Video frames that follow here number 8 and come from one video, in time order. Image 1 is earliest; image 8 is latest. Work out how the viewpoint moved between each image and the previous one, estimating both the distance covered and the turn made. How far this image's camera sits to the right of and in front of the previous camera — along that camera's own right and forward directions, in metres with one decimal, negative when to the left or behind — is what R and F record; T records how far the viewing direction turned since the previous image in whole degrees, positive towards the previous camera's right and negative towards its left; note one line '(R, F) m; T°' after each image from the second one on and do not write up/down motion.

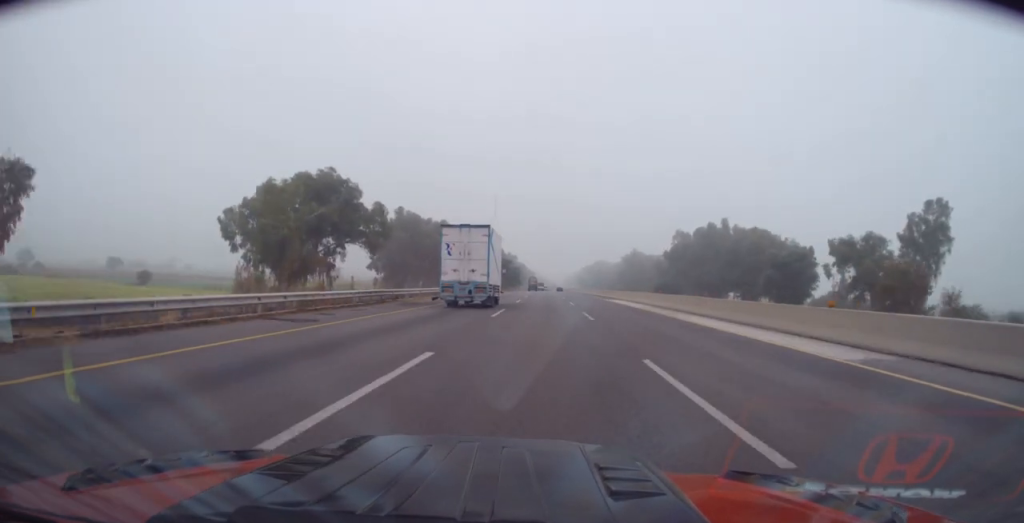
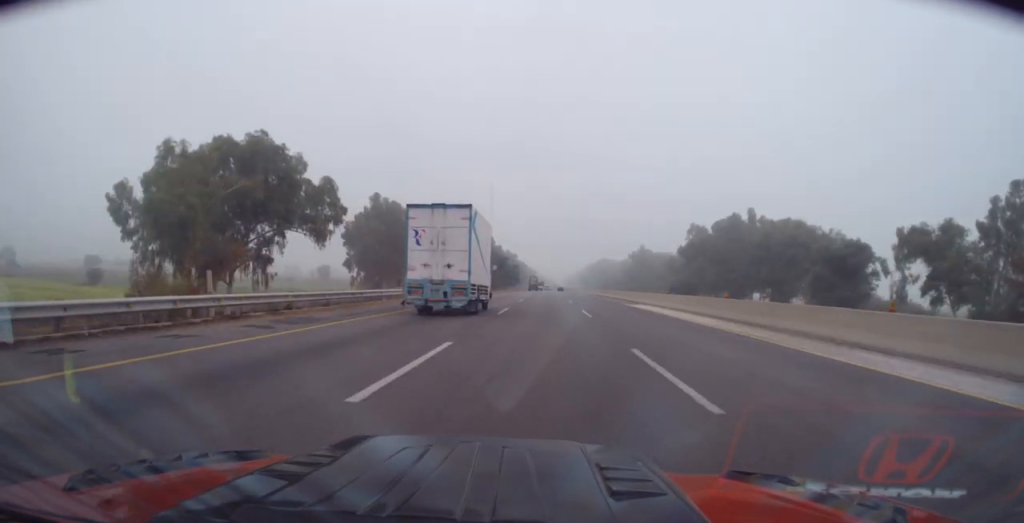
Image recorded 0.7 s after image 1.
(-0.2, +17.0) m; 0°
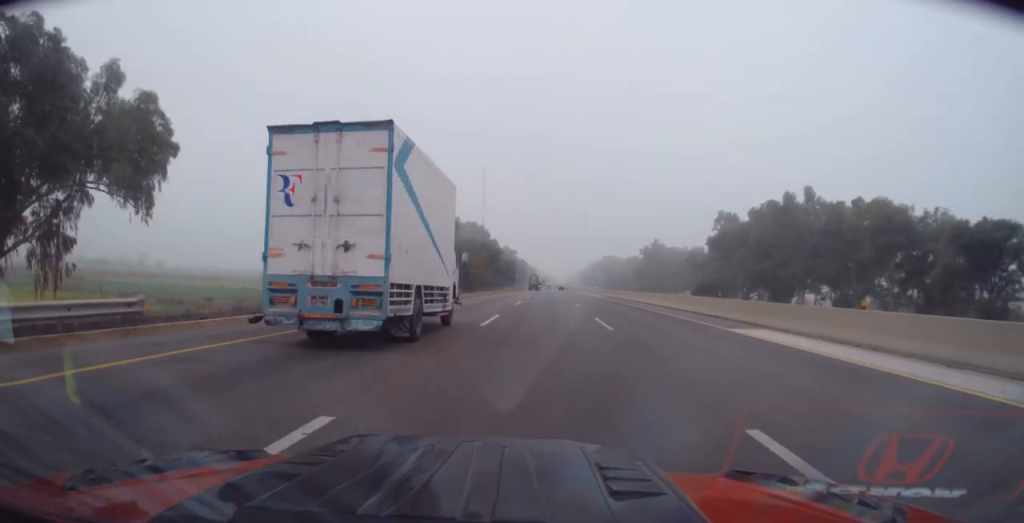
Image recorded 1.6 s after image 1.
(+0.1, +24.8) m; +1°
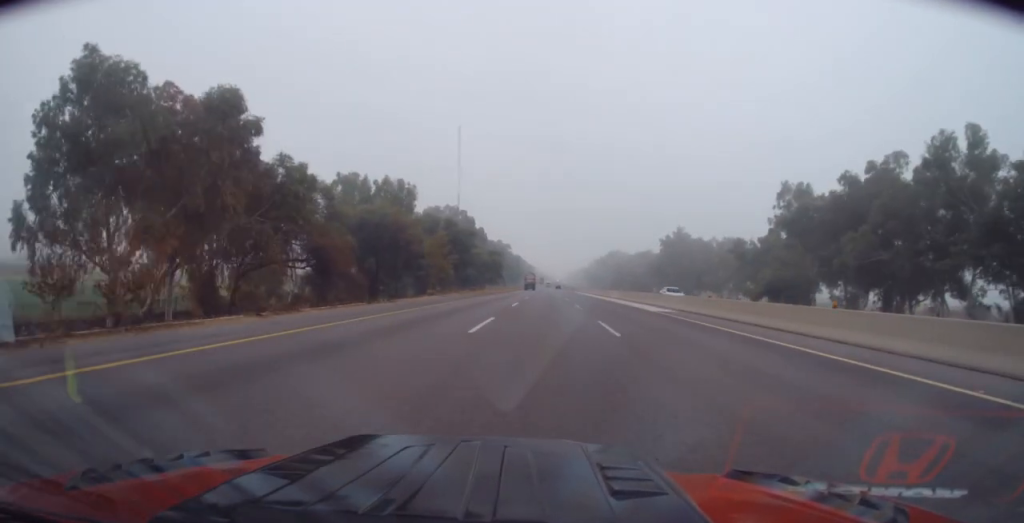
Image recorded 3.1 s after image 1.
(0.0, +37.5) m; 0°
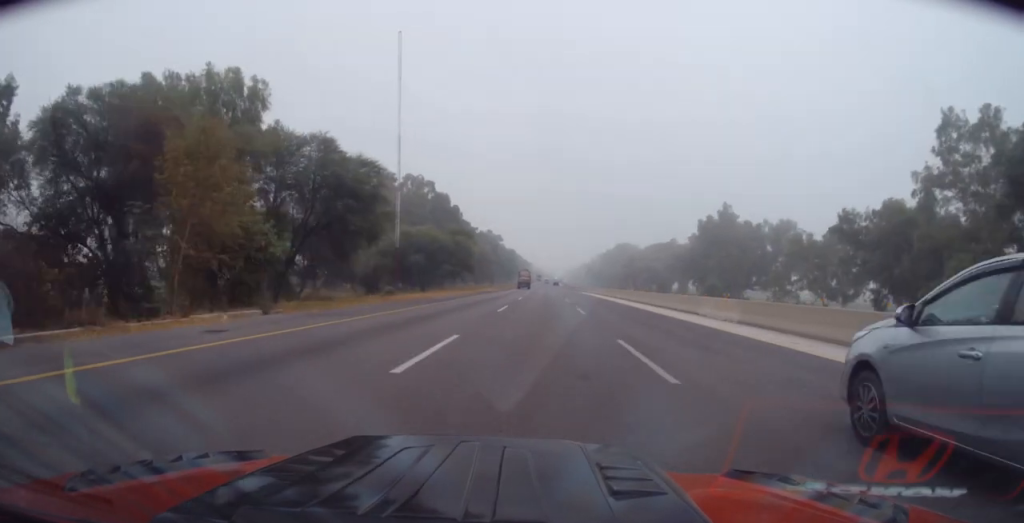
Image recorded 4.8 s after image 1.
(+0.2, +42.8) m; 0°
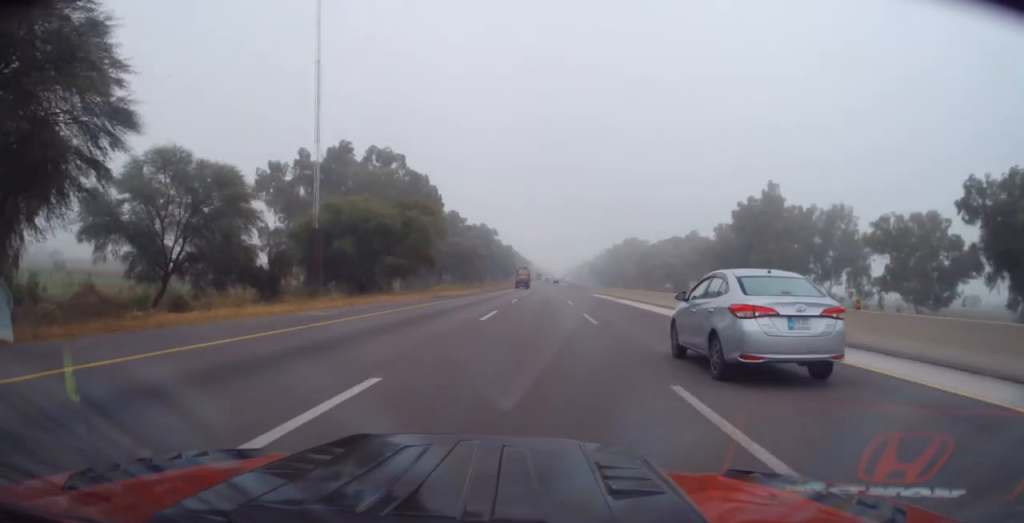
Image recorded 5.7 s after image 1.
(-0.2, +24.2) m; 0°
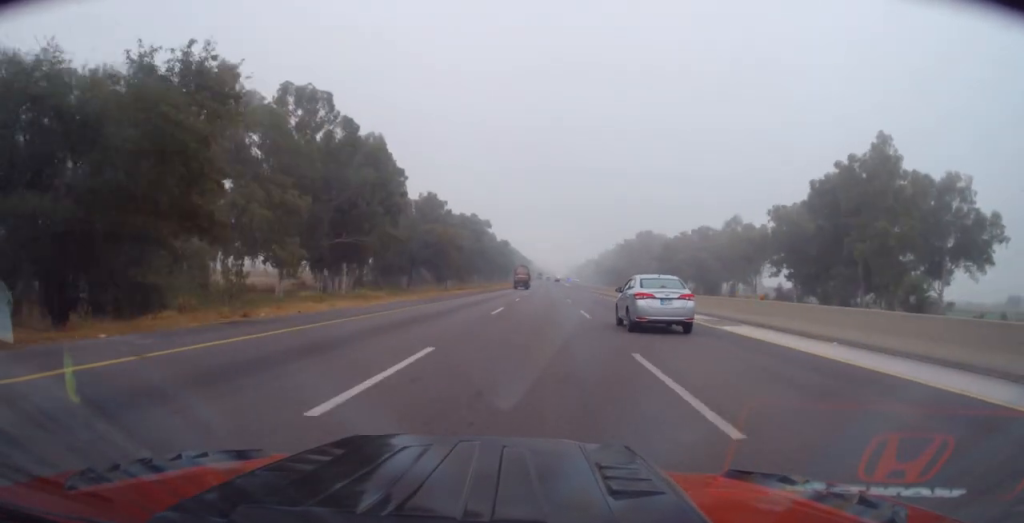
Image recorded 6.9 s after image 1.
(+0.2, +32.1) m; 0°
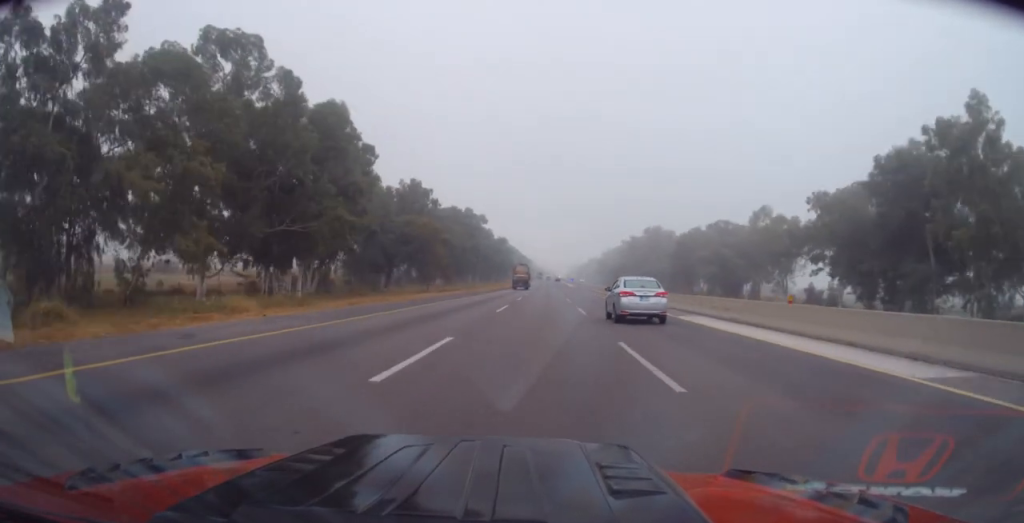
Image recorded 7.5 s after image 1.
(-0.2, +15.7) m; 0°
